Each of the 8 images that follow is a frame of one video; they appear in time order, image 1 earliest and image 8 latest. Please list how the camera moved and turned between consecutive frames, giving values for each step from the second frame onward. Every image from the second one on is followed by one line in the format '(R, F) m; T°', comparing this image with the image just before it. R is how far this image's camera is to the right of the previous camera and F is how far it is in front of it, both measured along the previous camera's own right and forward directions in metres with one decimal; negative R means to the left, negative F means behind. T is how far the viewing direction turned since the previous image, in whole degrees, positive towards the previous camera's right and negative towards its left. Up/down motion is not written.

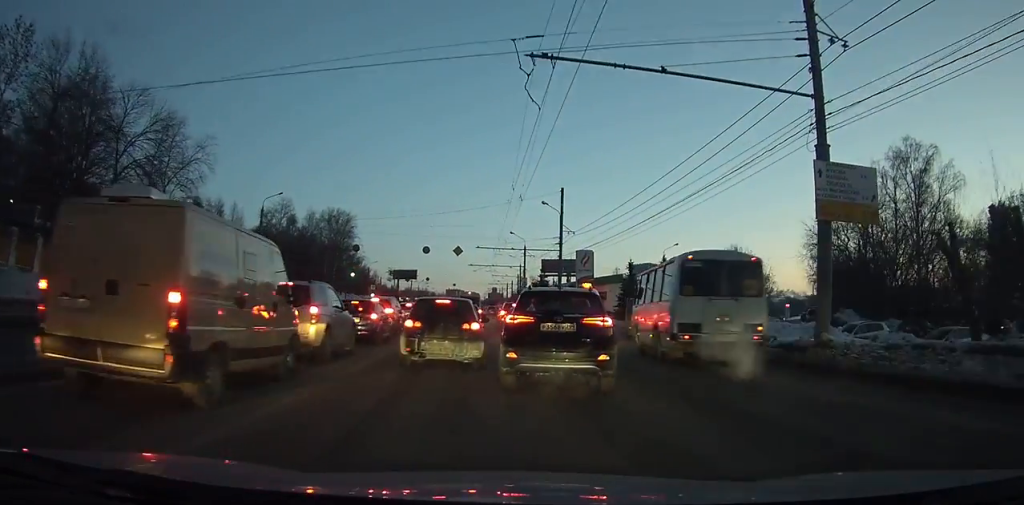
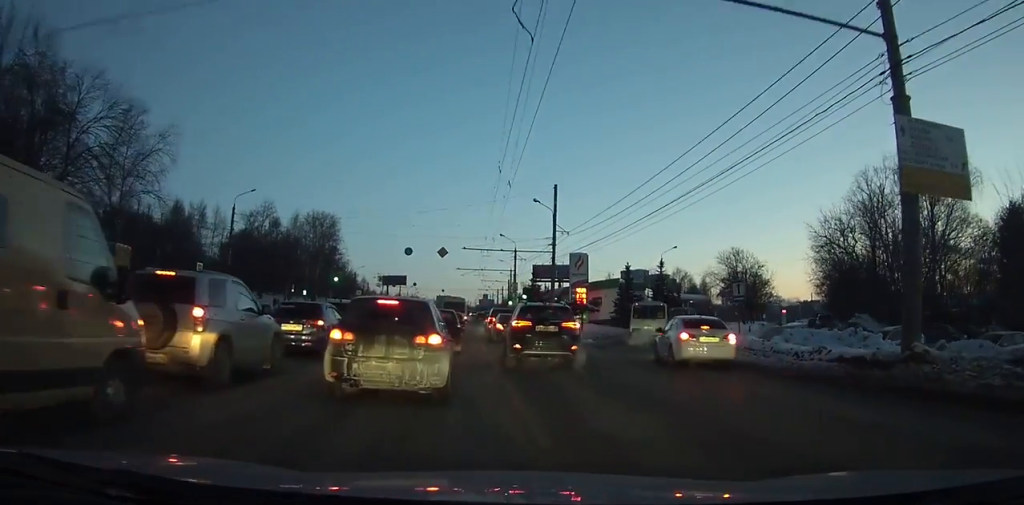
(+0.3, +8.2) m; +1°
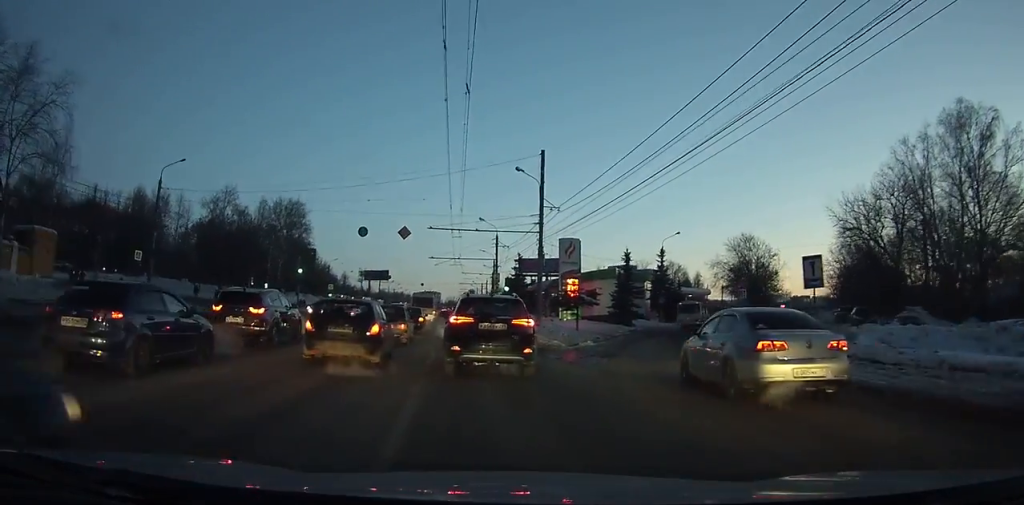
(-0.2, +9.3) m; -3°
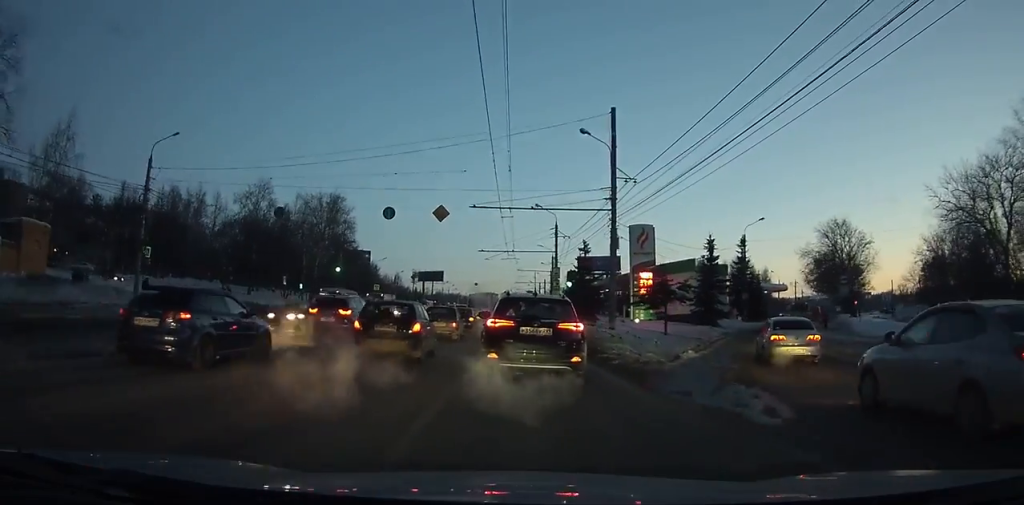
(-0.2, +9.5) m; -2°
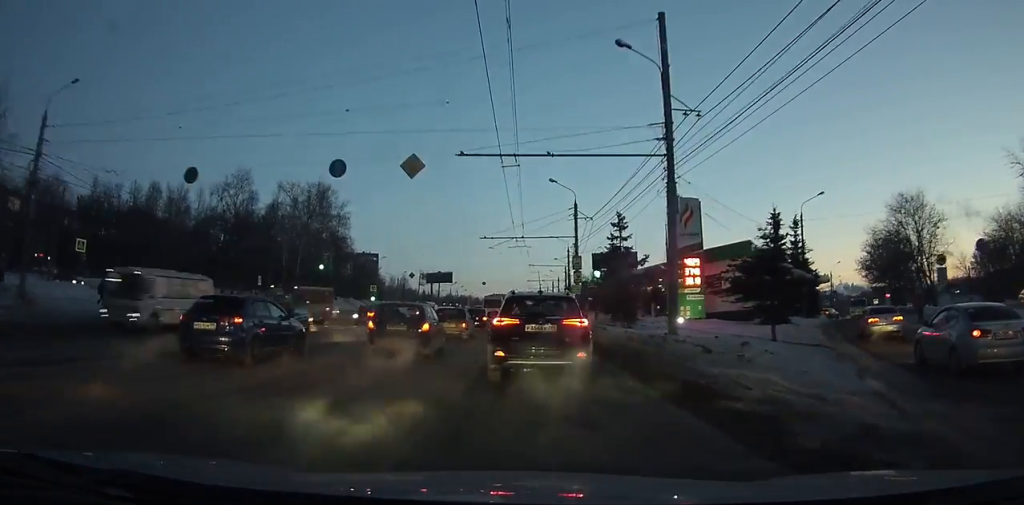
(-0.1, +10.2) m; 0°
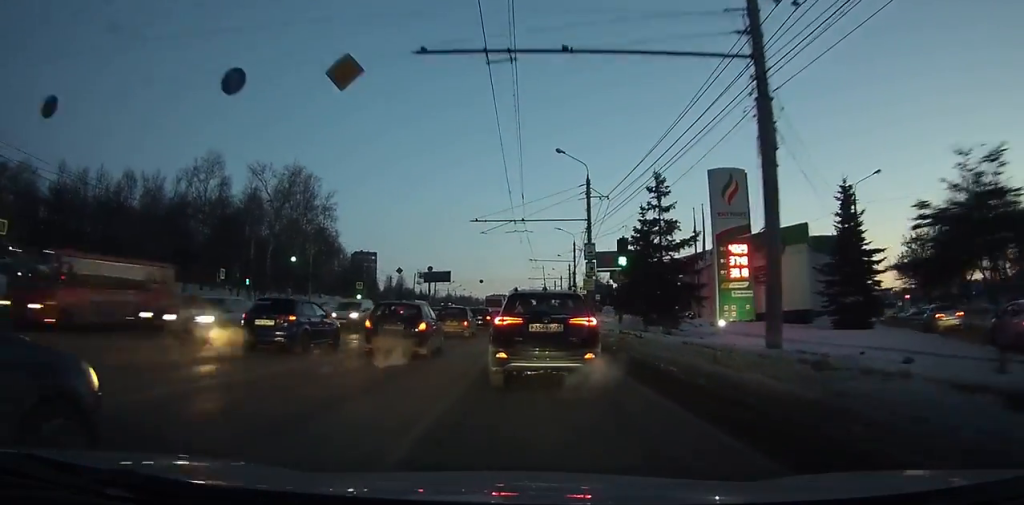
(0.0, +7.4) m; 0°
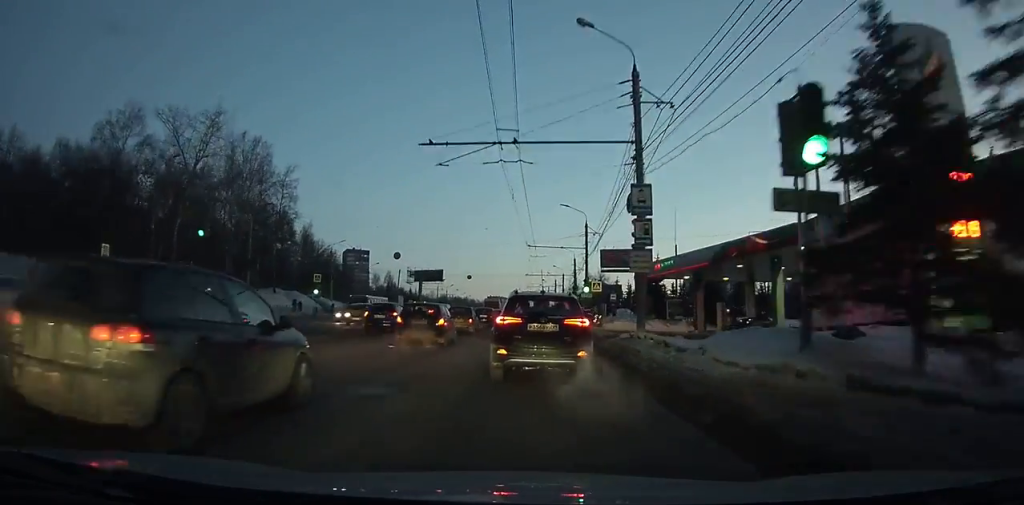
(0.0, +16.7) m; +1°
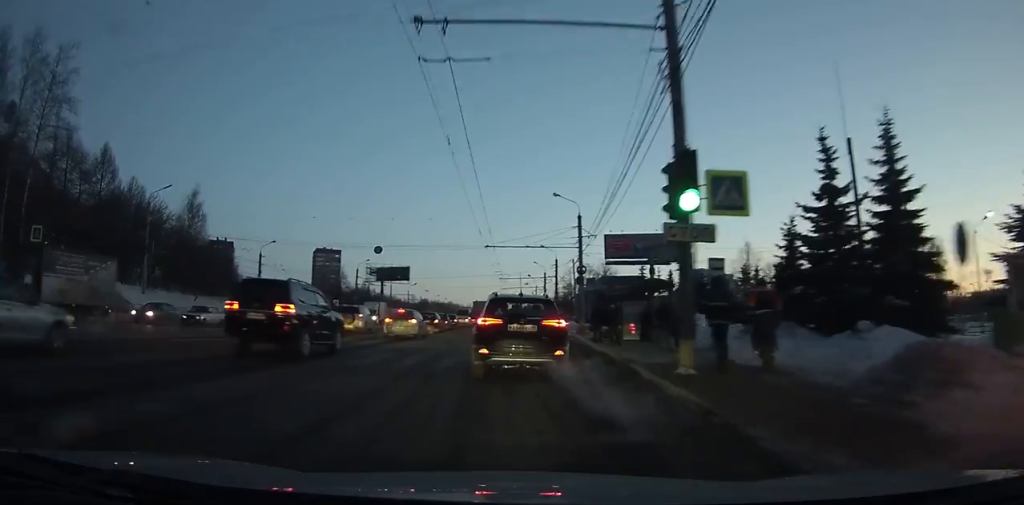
(+0.2, +46.7) m; -3°
